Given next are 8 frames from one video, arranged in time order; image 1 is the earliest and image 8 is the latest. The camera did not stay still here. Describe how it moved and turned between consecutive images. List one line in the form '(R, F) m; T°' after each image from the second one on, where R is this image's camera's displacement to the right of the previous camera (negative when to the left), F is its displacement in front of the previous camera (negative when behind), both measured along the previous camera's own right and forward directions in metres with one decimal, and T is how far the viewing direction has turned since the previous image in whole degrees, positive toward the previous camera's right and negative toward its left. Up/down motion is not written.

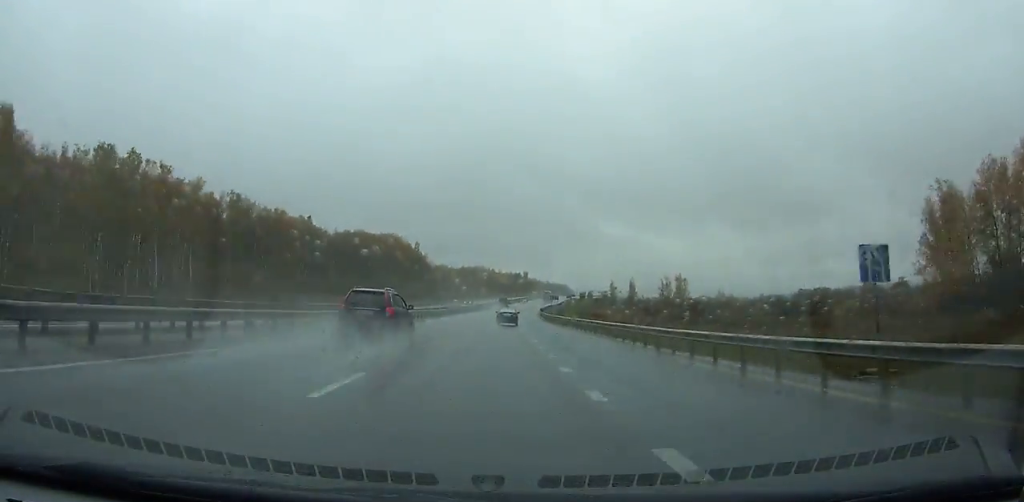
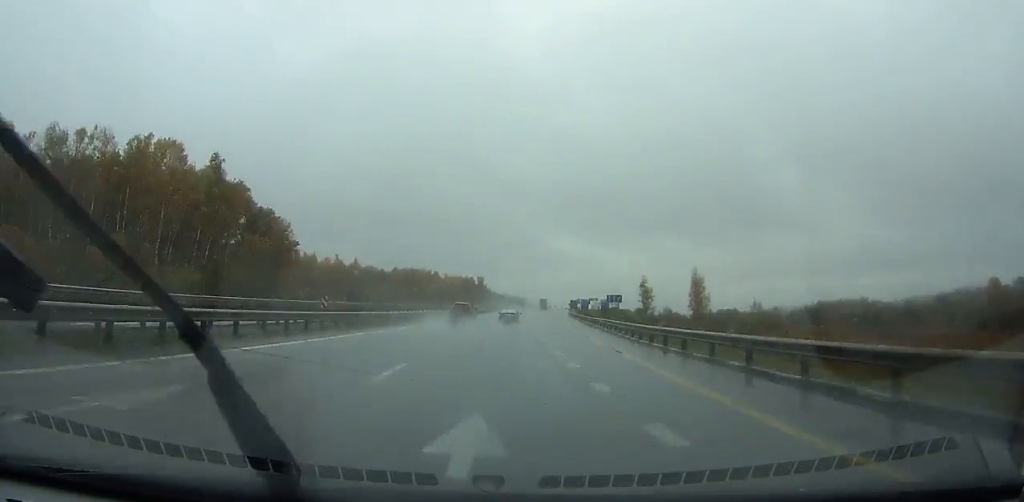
(+4.7, +126.8) m; +5°
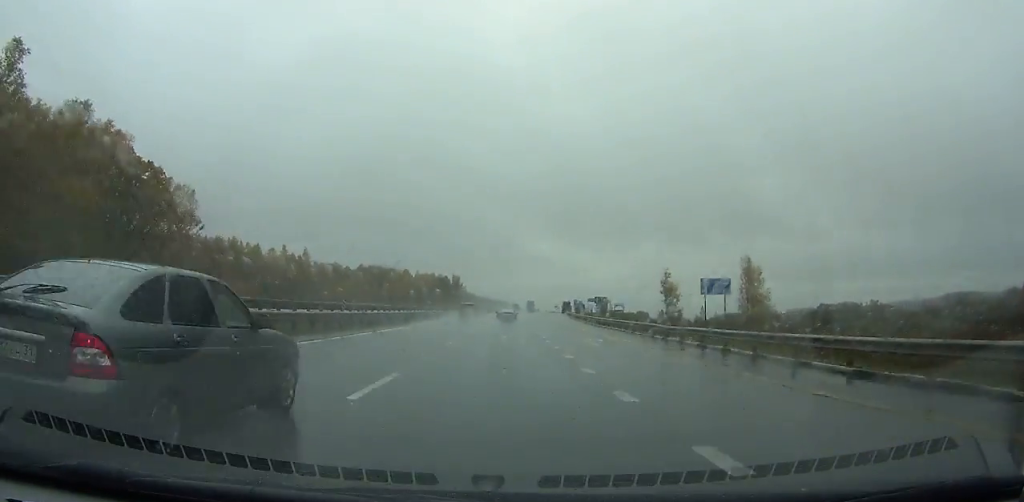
(+0.9, +38.6) m; +2°
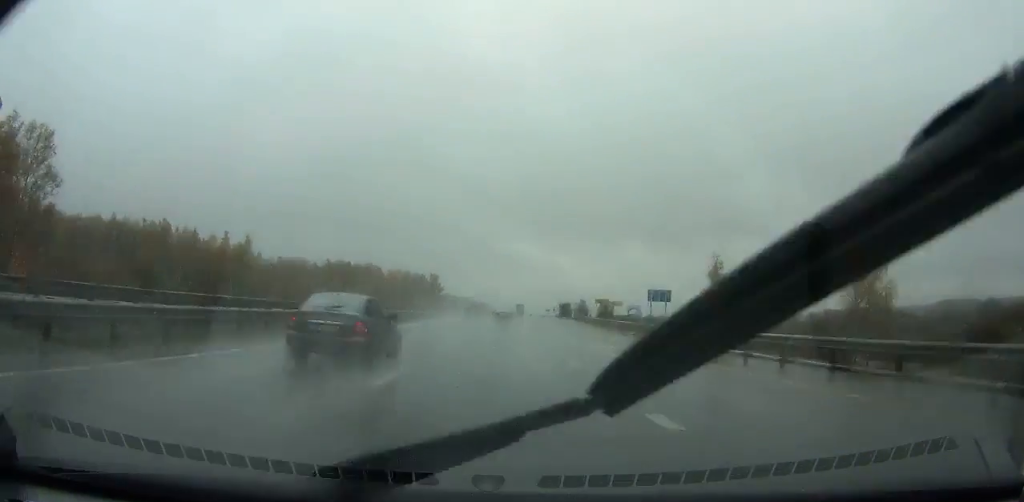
(-0.1, +33.4) m; +1°
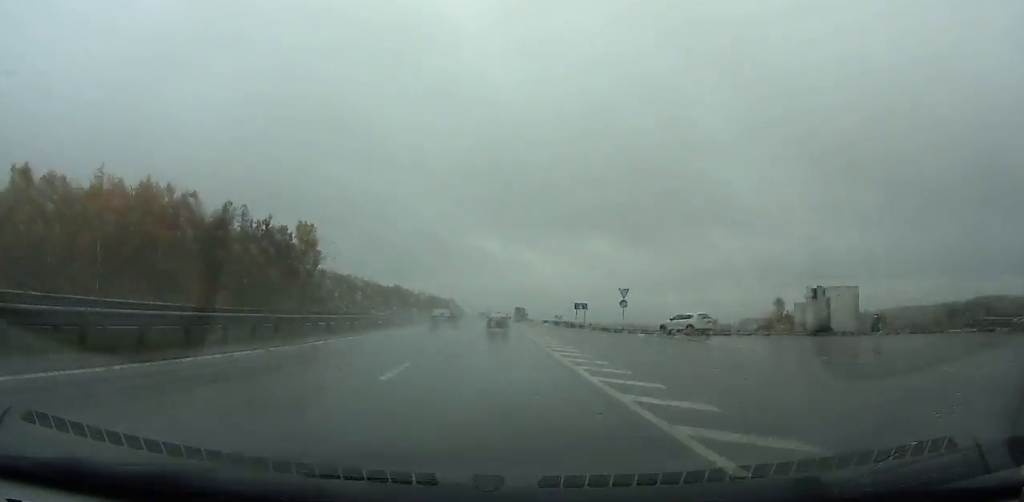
(+6.9, +163.5) m; +4°
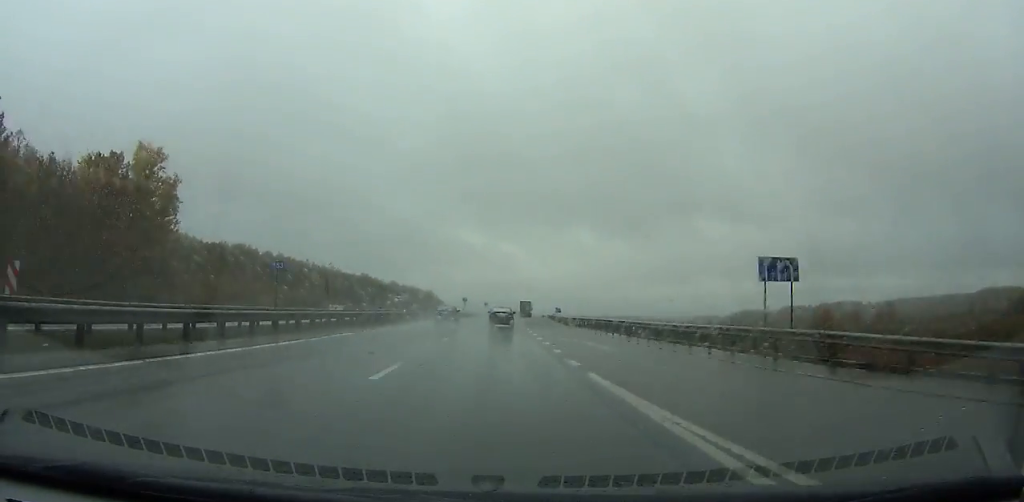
(+0.2, +58.1) m; +1°
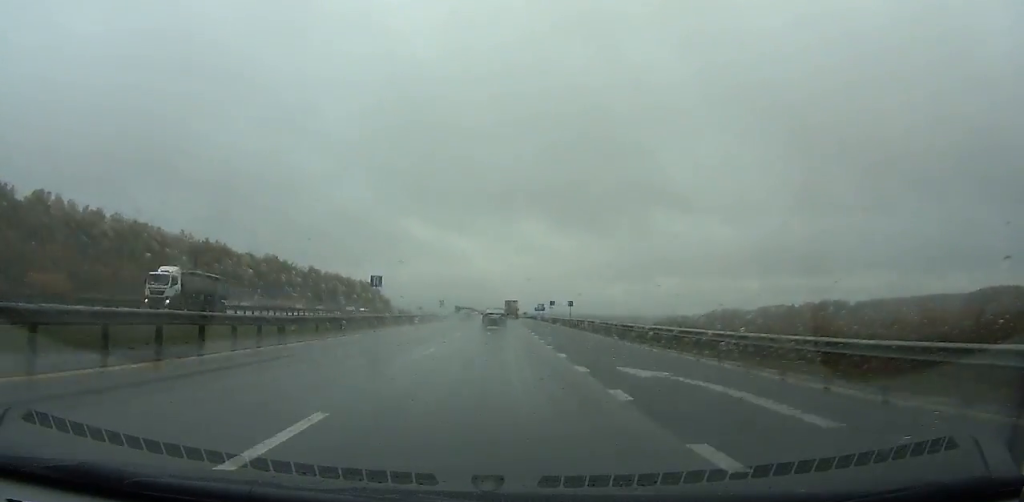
(+2.8, +102.8) m; +3°
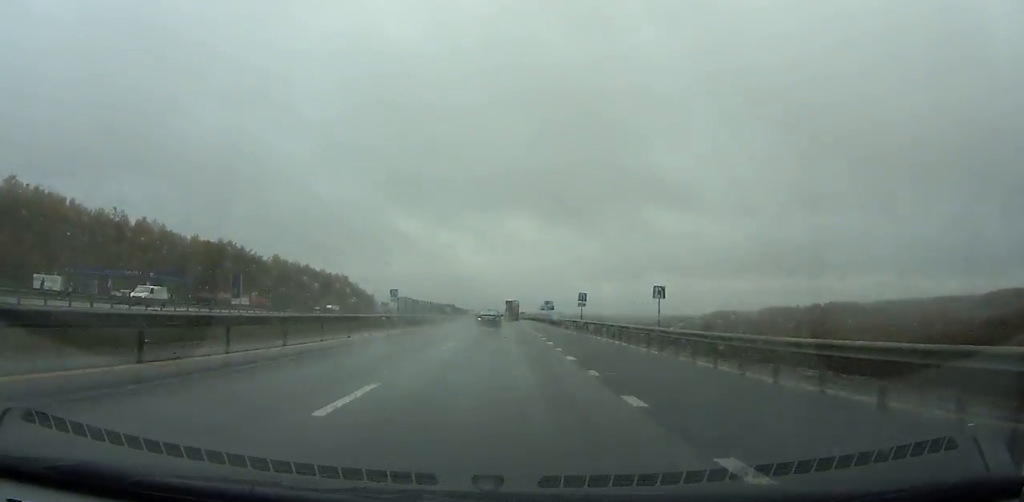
(+0.6, +45.2) m; +1°
